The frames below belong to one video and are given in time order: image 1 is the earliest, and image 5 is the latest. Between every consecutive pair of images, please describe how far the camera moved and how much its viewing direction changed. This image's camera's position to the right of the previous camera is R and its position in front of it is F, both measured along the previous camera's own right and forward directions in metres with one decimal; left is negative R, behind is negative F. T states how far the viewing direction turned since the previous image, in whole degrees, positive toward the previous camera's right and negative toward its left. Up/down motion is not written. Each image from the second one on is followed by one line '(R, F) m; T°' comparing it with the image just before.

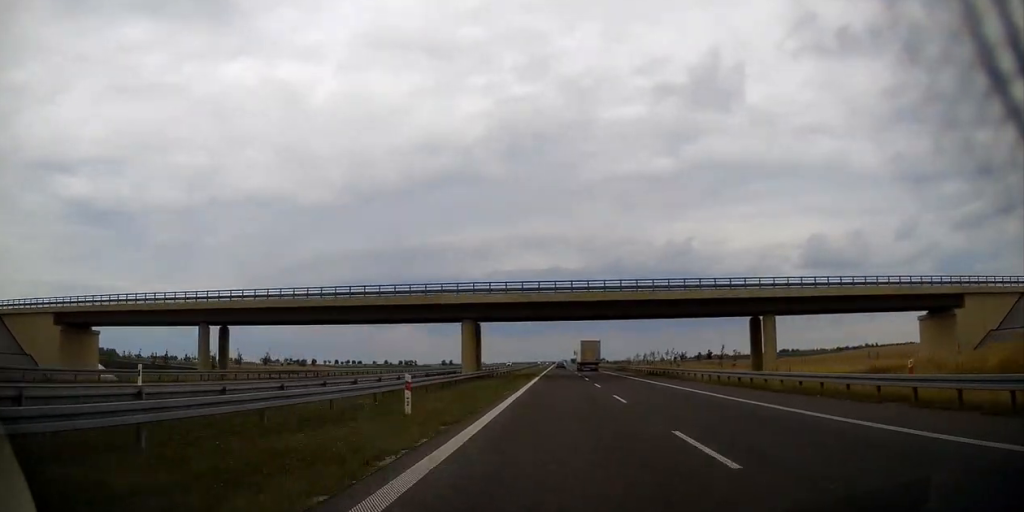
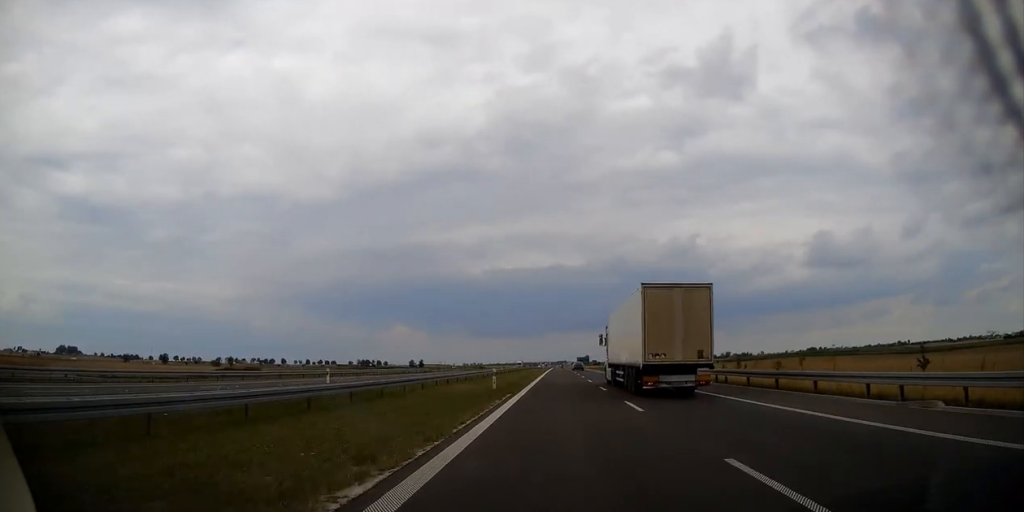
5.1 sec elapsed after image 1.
(+0.3, +184.9) m; 0°
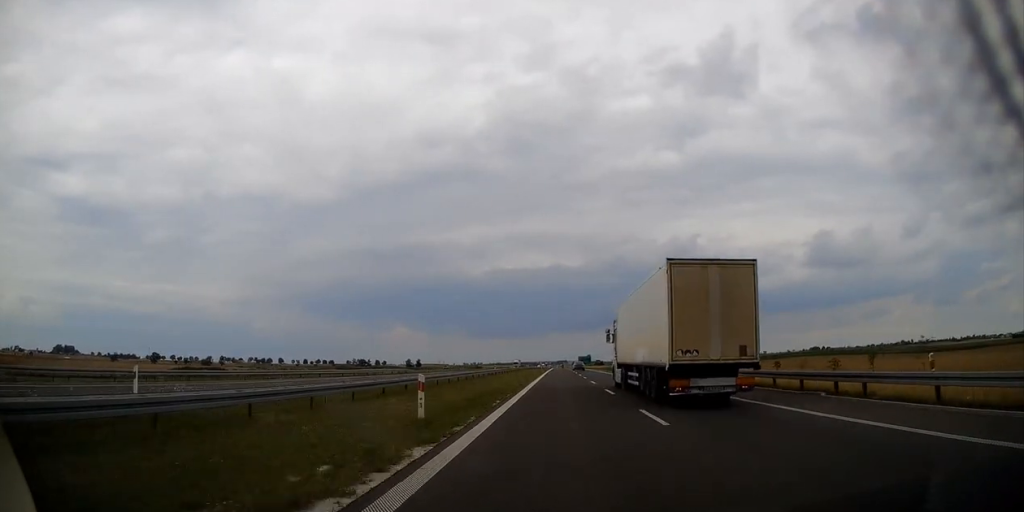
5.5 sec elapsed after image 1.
(+0.1, +15.7) m; 0°
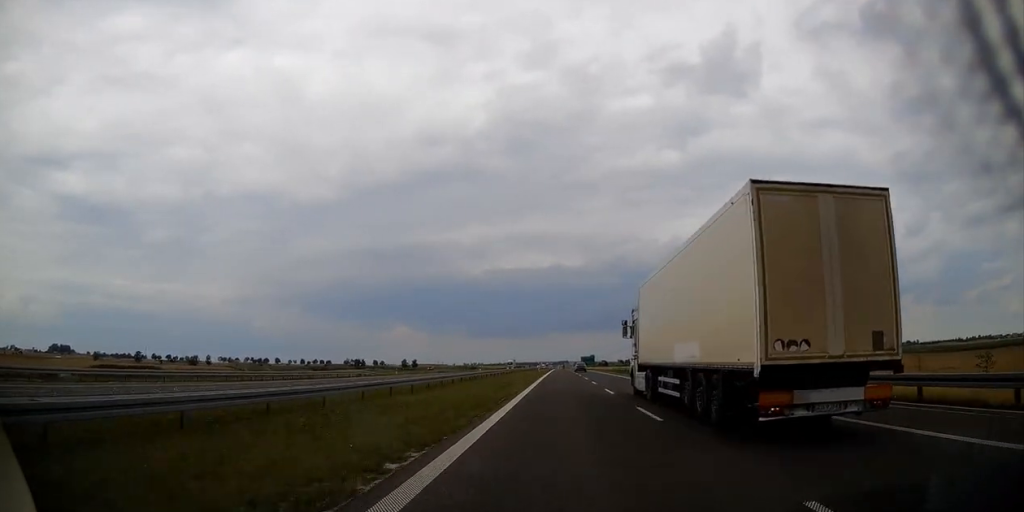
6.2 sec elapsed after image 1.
(-0.1, +23.1) m; 0°
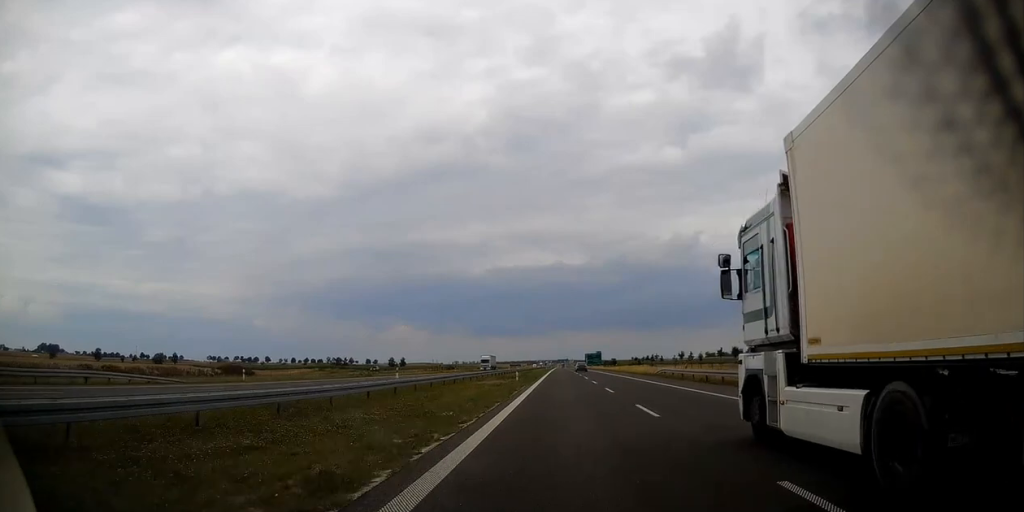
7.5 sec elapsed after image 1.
(-0.2, +47.5) m; 0°
